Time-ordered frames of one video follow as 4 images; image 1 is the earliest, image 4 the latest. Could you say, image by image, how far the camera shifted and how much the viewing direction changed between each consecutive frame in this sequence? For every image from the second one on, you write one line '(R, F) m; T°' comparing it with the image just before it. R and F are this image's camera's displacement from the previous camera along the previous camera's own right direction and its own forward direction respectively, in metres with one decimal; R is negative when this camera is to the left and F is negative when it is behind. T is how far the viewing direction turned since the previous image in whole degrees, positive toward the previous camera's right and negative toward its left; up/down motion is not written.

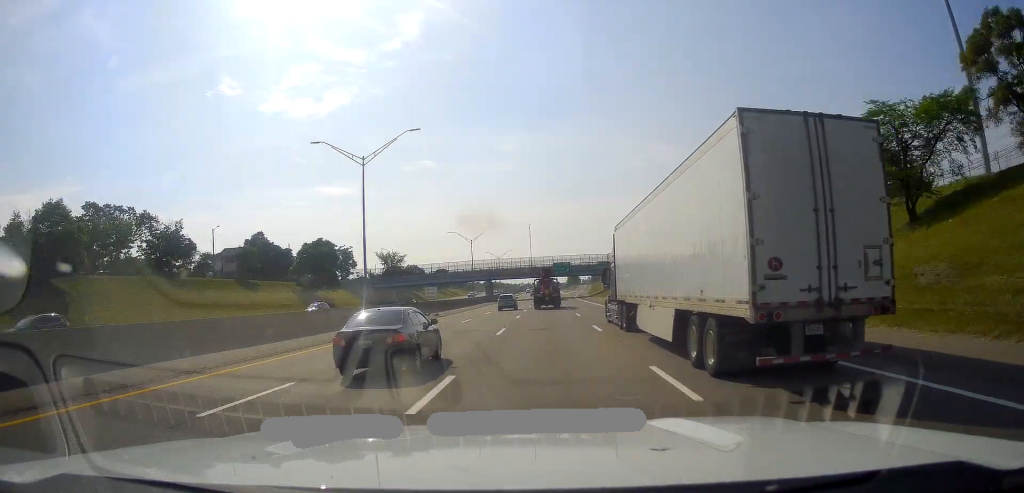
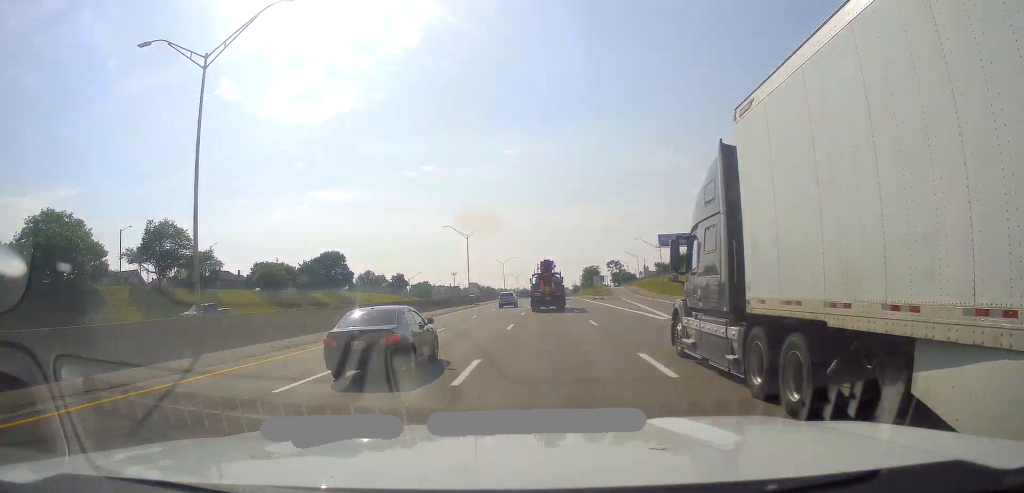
(+1.7, +148.3) m; +2°
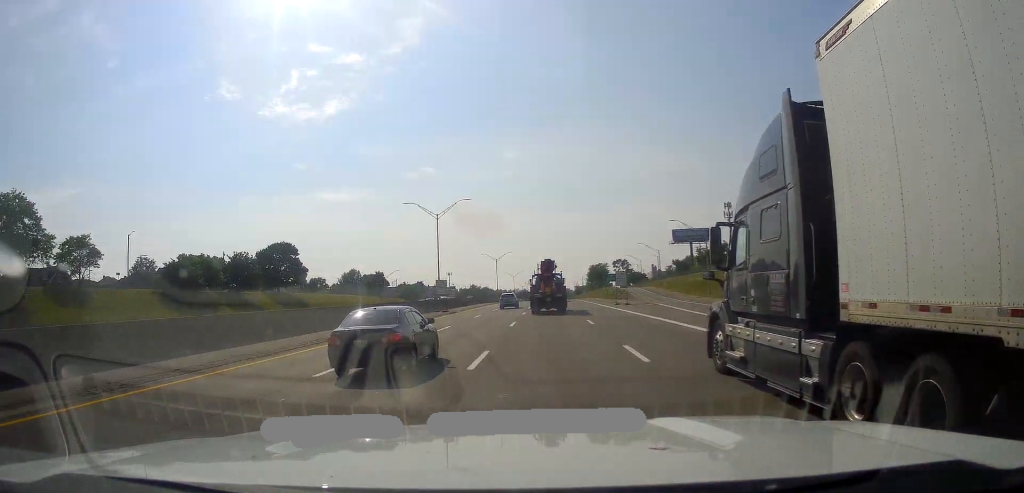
(0.0, +28.2) m; 0°
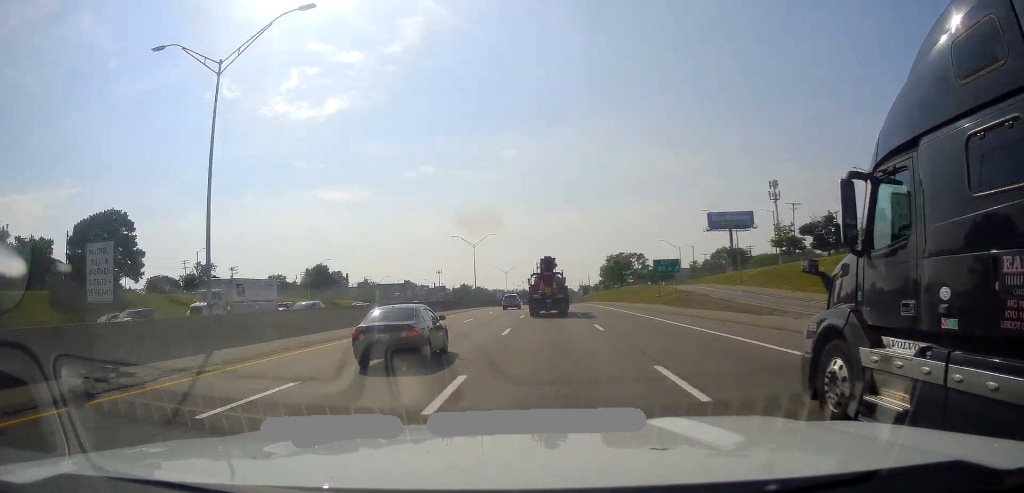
(-0.3, +50.4) m; -1°
